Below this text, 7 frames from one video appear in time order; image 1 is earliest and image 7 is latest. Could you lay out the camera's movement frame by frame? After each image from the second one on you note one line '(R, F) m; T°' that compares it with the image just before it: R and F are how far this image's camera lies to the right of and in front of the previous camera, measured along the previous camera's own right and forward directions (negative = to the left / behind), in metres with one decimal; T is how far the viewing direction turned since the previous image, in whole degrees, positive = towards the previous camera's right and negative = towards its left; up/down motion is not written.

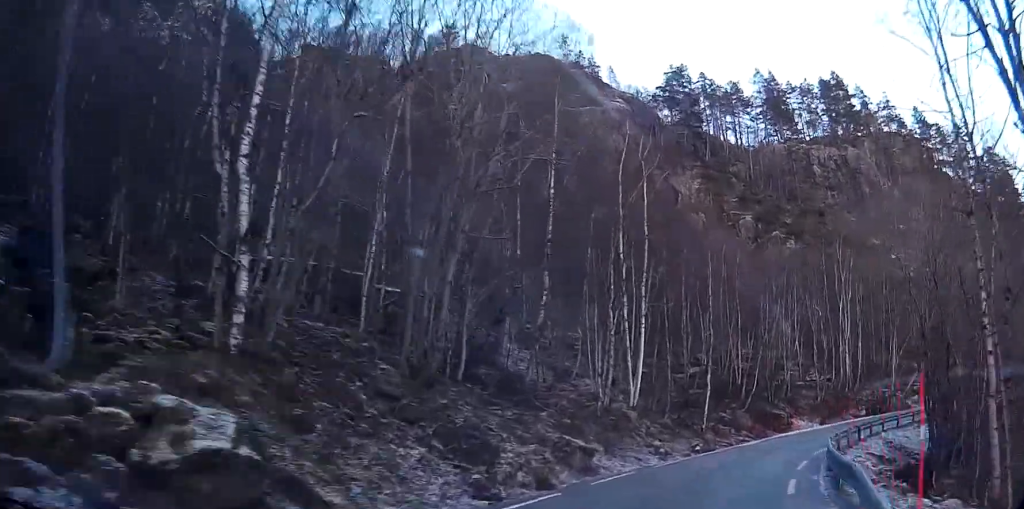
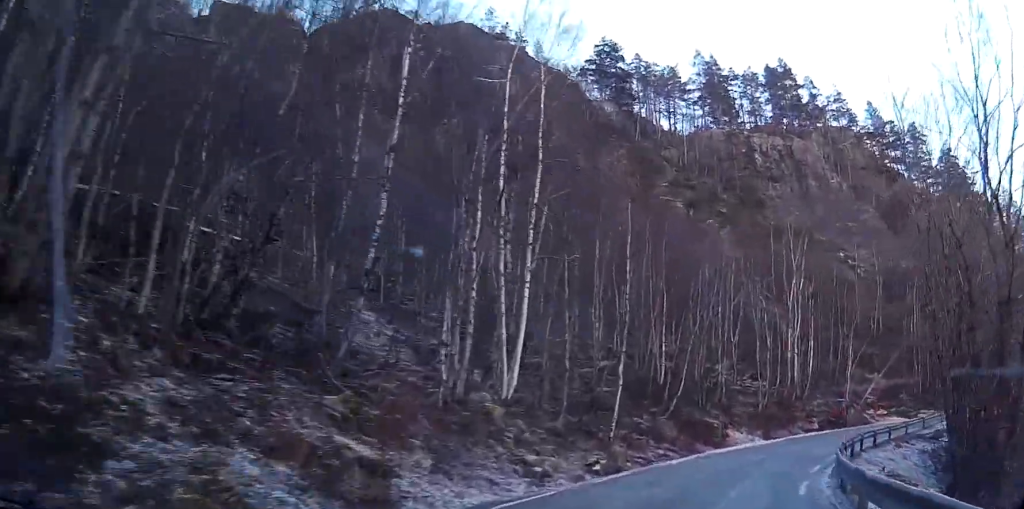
(+0.2, +11.5) m; +6°
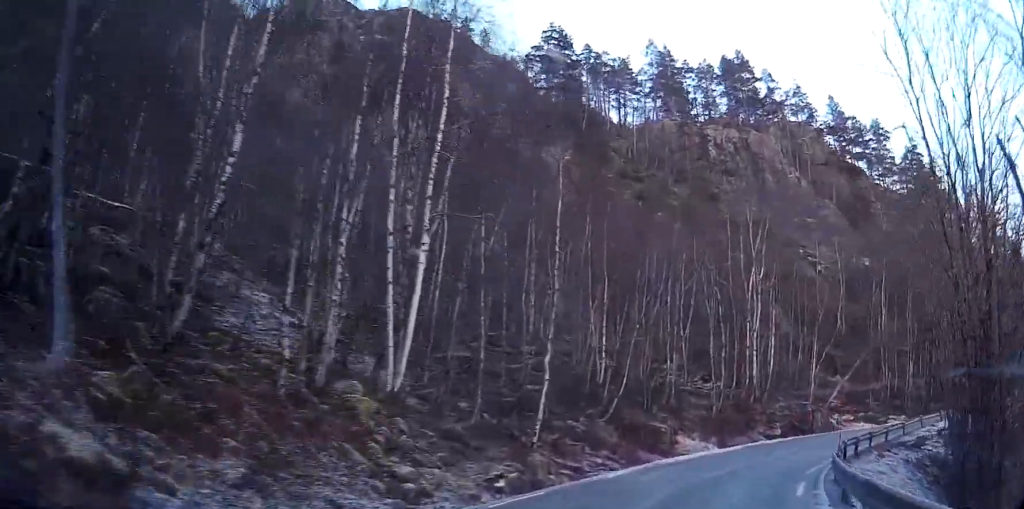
(+0.5, +5.8) m; +5°
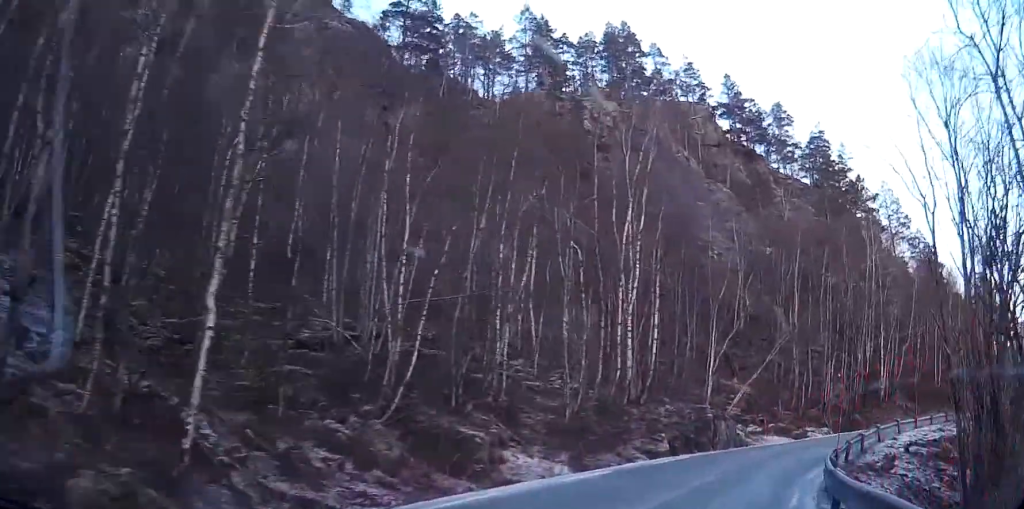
(+1.3, +13.9) m; +14°
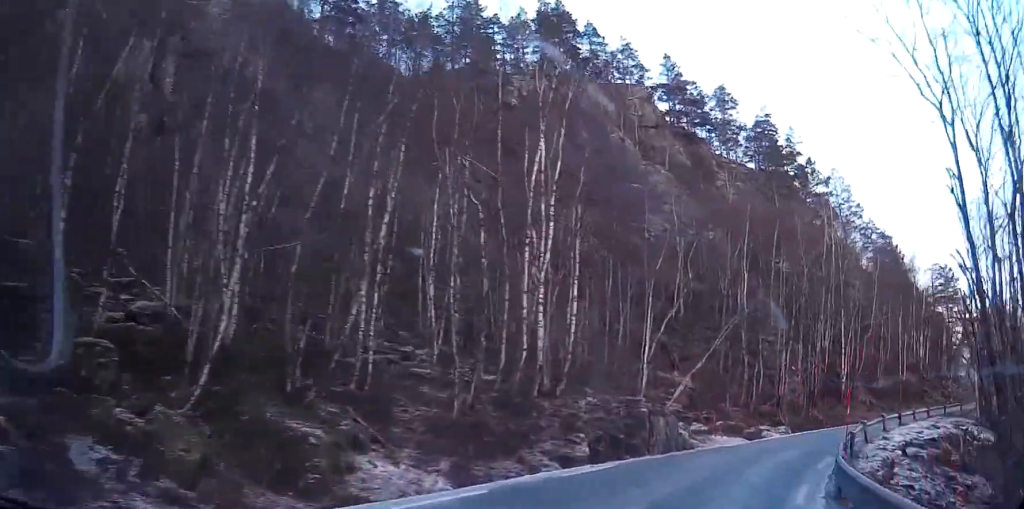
(+0.5, +6.7) m; +9°
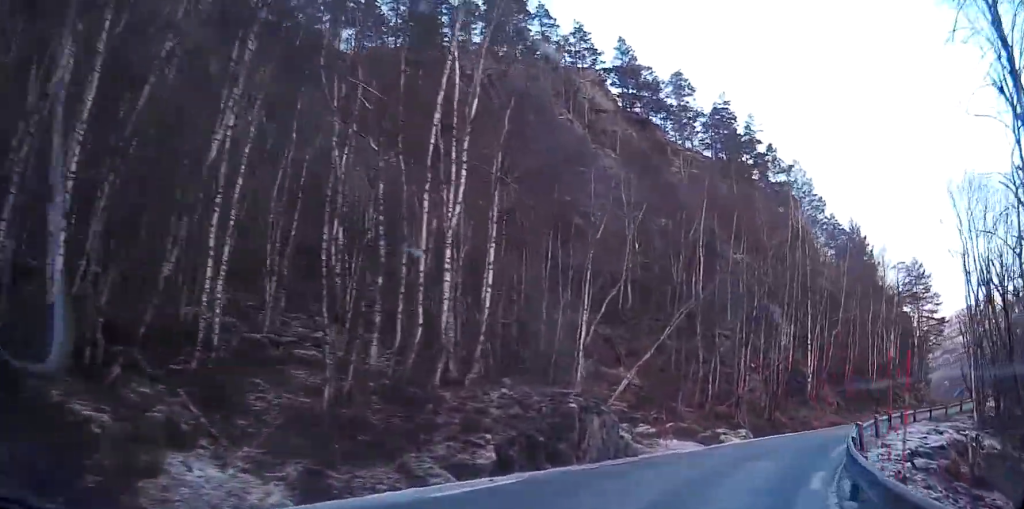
(+0.4, +5.1) m; +8°
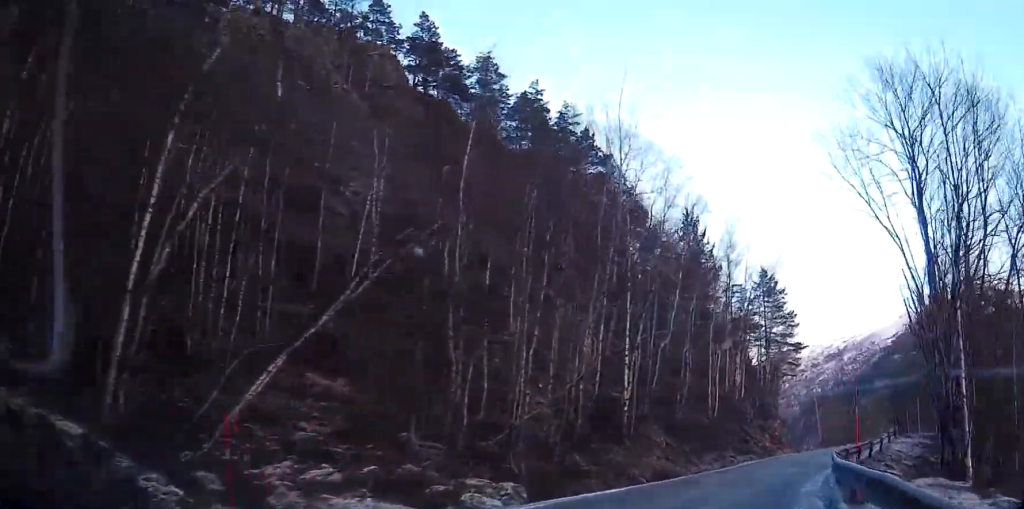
(+2.3, +14.6) m; +16°
